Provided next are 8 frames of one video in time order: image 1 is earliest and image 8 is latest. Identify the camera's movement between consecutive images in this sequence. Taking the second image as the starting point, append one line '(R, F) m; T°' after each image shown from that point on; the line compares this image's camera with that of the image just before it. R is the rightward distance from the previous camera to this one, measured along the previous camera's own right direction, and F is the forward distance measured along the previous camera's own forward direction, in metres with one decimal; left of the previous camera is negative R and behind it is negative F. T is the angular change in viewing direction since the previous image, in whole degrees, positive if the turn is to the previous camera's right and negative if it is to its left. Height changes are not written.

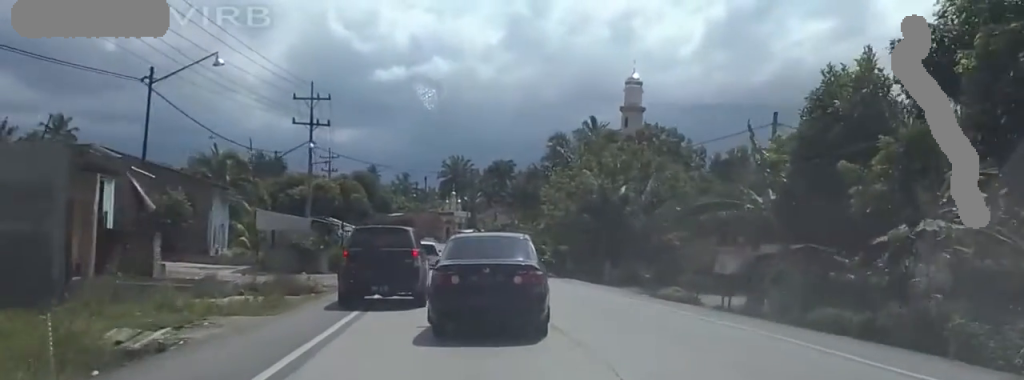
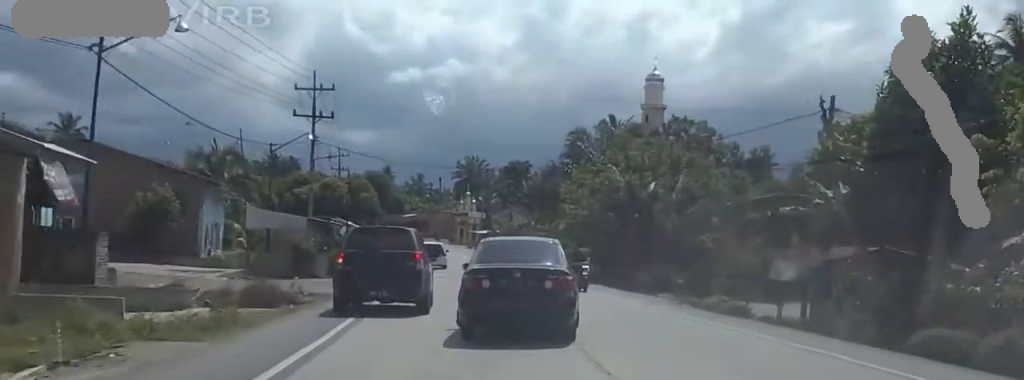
(-0.8, +5.1) m; 0°
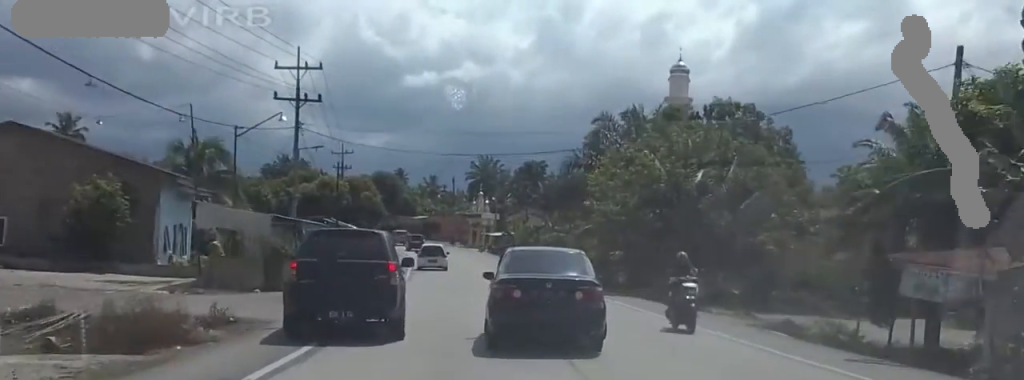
(+0.5, +8.7) m; +1°
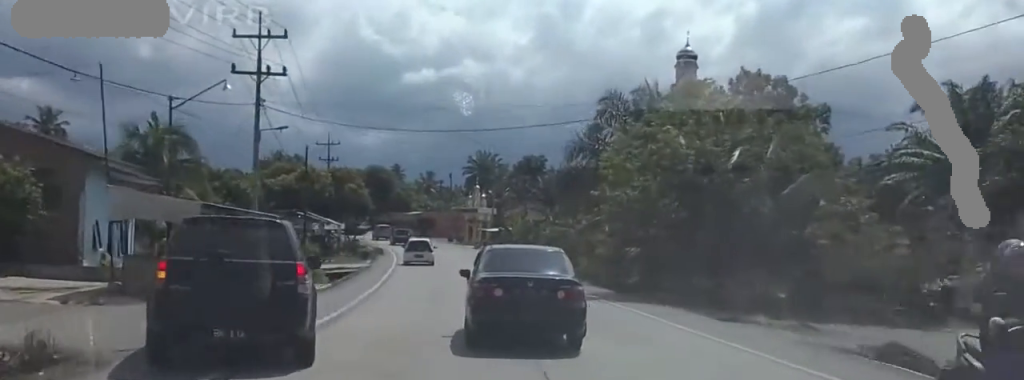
(+0.7, +6.9) m; 0°
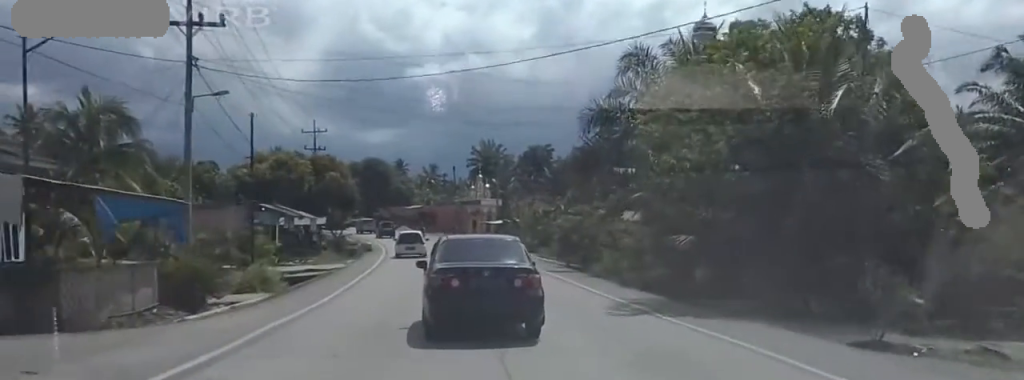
(-1.0, +9.0) m; -8°
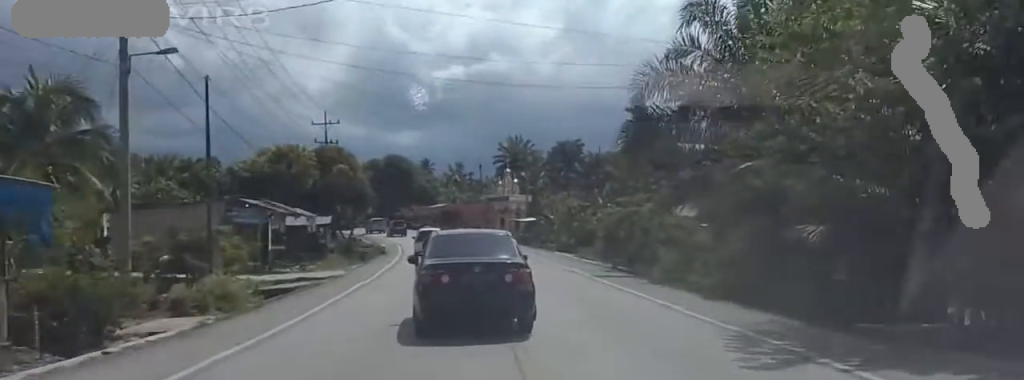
(-0.3, +7.8) m; -1°
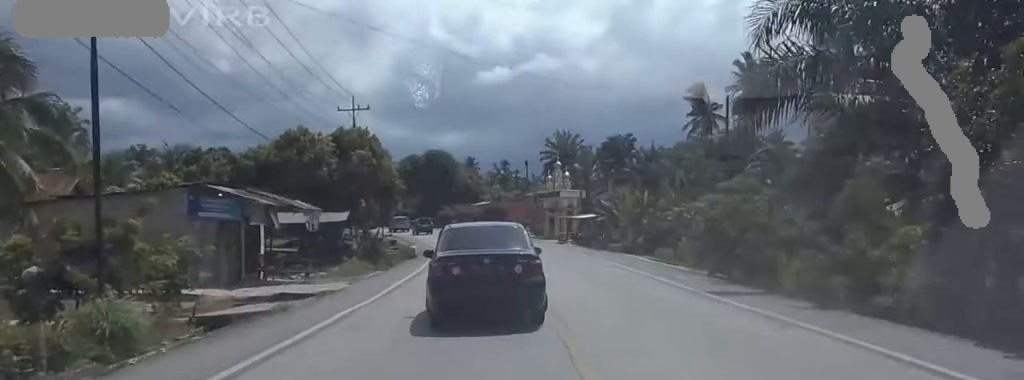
(0.0, +9.4) m; 0°
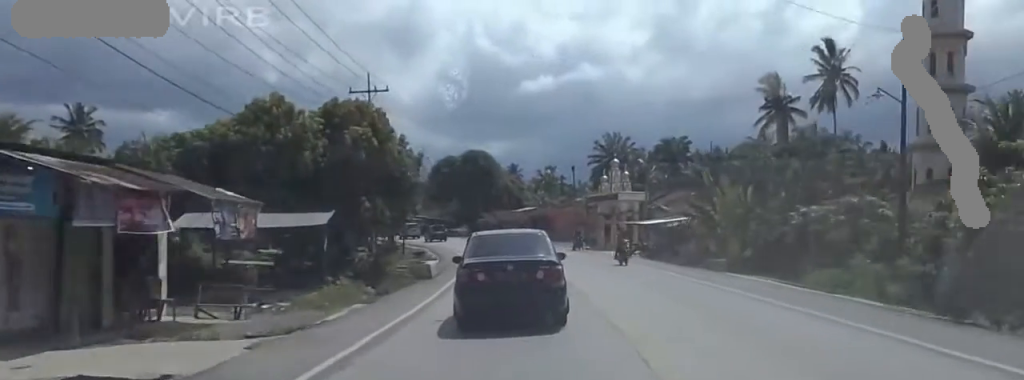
(0.0, +12.6) m; 0°
